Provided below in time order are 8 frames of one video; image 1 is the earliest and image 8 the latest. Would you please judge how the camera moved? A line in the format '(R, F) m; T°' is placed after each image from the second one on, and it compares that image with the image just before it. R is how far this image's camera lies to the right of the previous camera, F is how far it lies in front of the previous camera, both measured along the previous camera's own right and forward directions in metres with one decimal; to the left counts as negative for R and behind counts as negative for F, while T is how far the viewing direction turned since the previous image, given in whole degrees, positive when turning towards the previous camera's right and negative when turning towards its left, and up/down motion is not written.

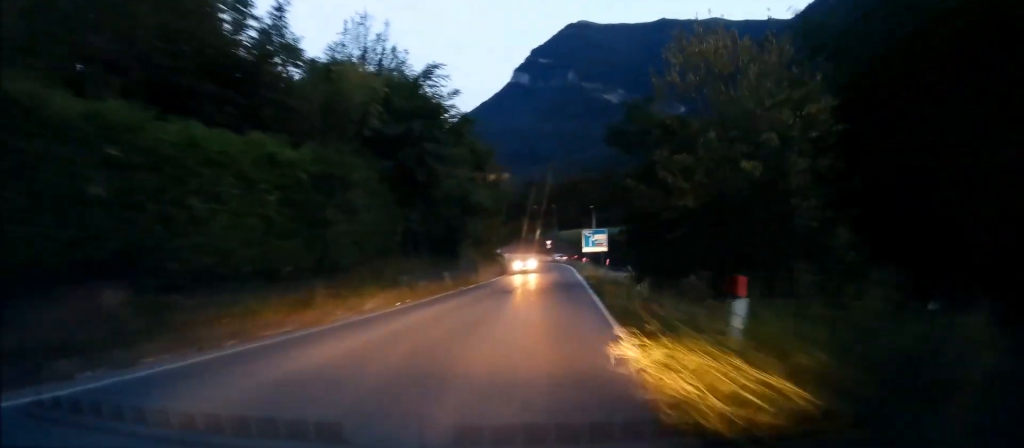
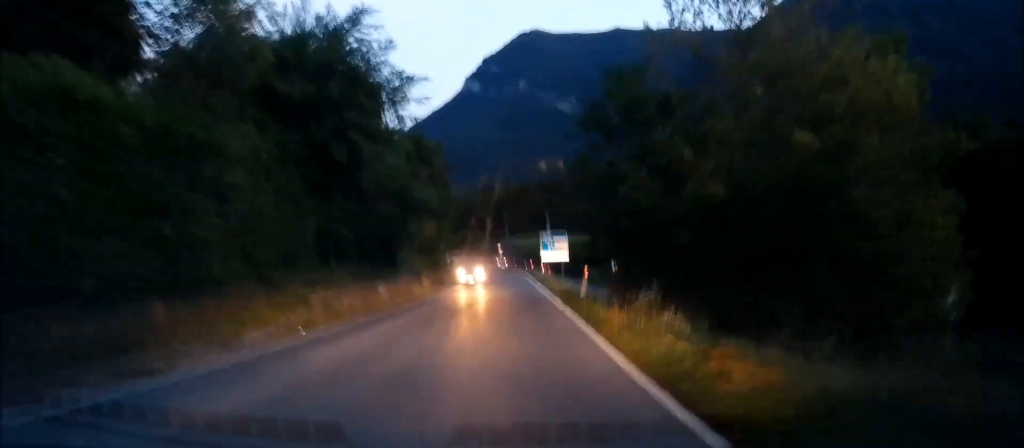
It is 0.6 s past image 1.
(+0.1, +5.4) m; +1°
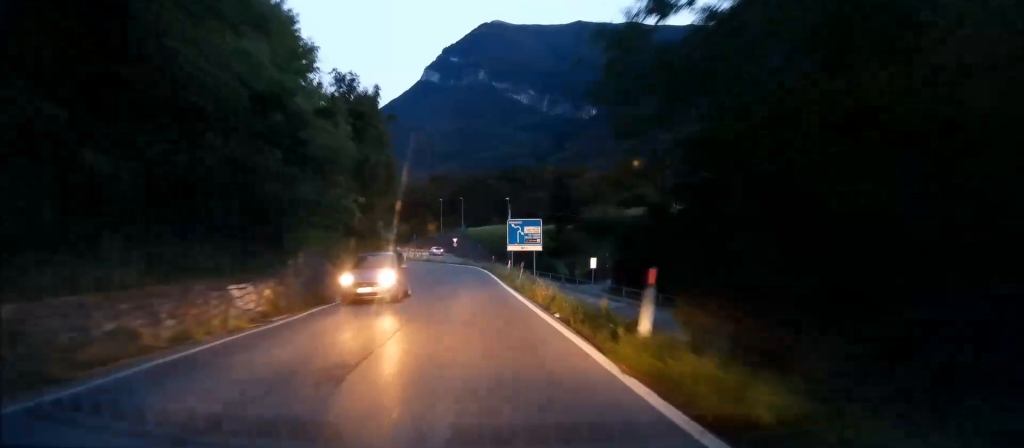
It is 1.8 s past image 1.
(0.0, +10.8) m; +2°
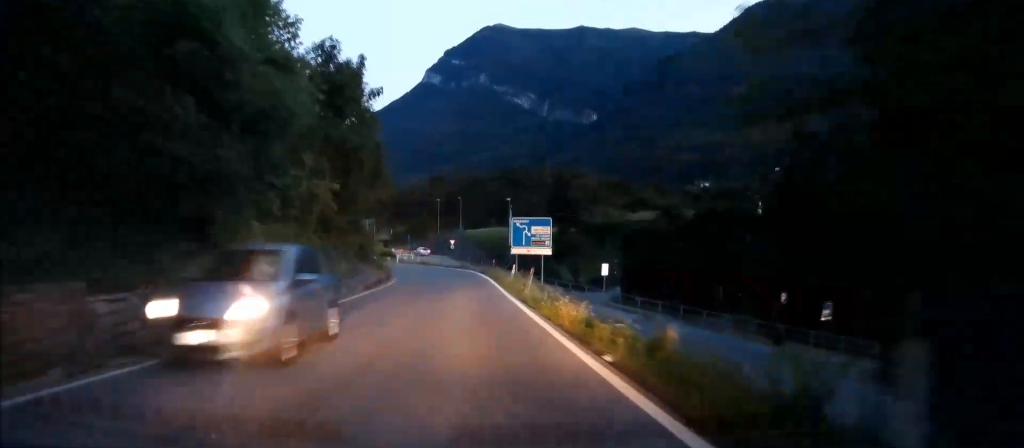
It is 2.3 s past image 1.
(-0.1, +5.0) m; +2°
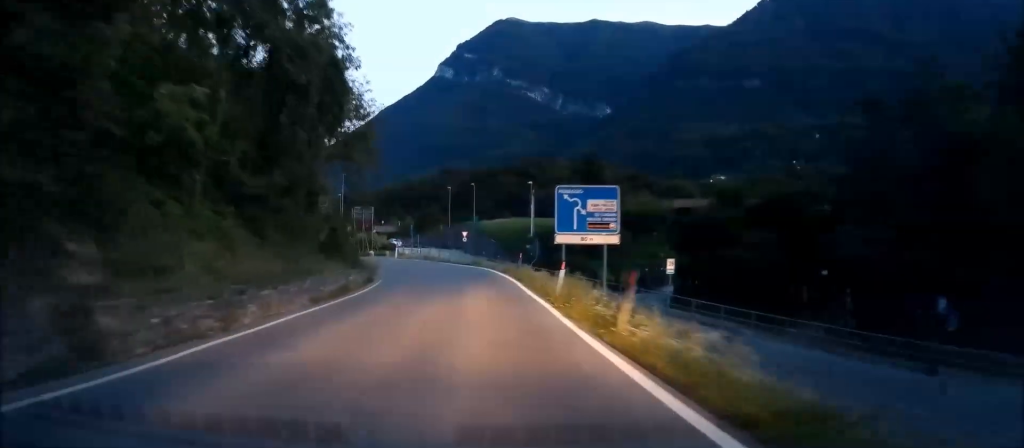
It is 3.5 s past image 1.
(+0.6, +12.2) m; +3°
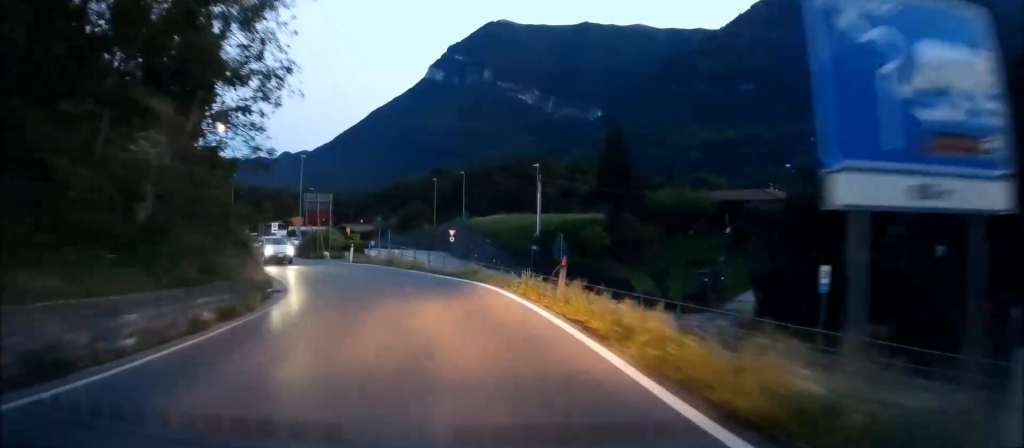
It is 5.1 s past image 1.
(+0.1, +15.8) m; -1°
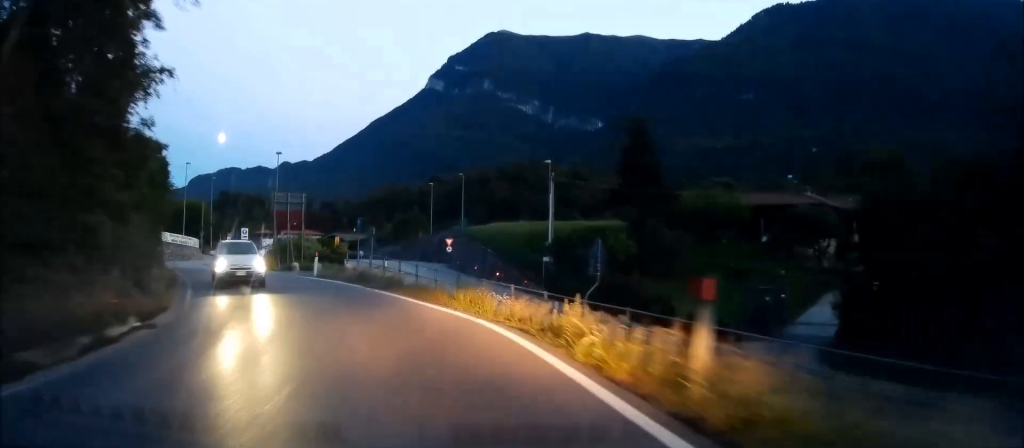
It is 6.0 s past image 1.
(-0.2, +8.5) m; -4°
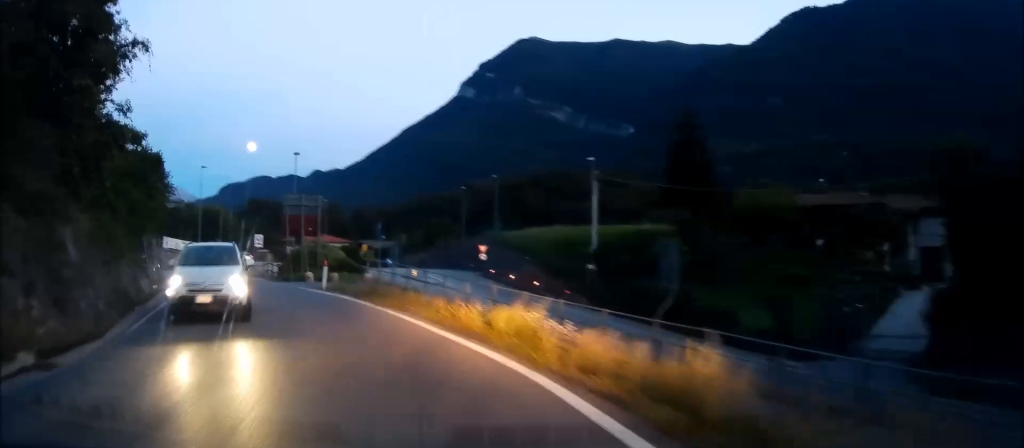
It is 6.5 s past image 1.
(-0.1, +4.4) m; -4°
